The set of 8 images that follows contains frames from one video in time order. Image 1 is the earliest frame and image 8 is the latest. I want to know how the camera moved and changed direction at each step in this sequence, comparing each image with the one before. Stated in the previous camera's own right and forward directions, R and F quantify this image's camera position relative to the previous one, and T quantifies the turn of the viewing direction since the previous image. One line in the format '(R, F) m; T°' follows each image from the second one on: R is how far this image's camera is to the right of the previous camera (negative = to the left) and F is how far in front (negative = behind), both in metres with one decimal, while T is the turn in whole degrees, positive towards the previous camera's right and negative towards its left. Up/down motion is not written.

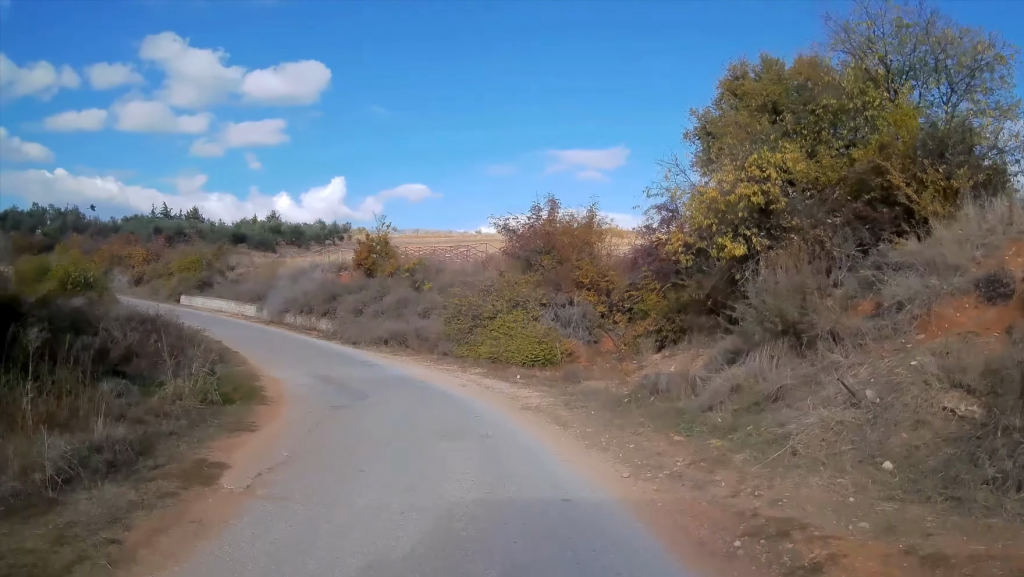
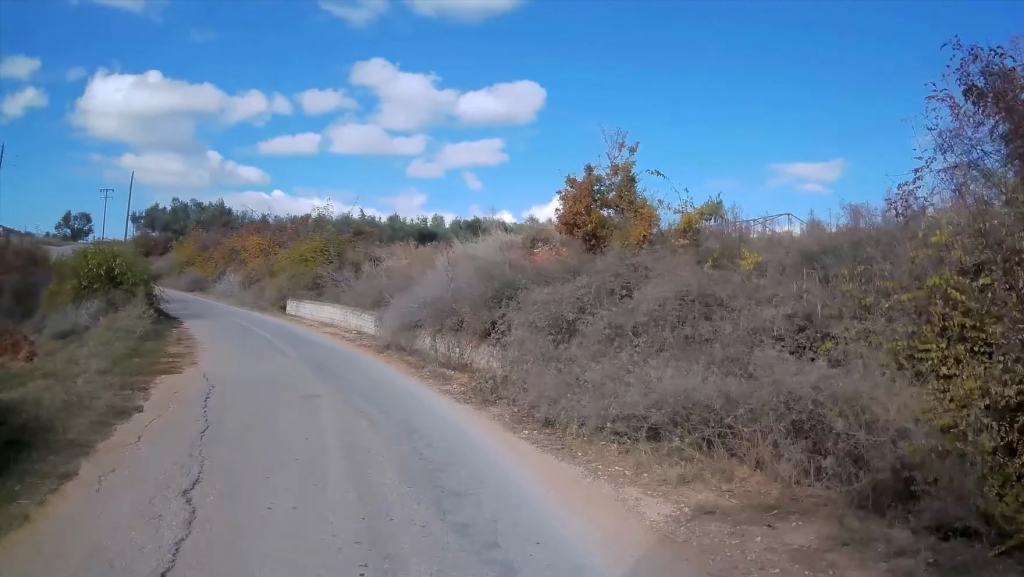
(-2.6, +15.4) m; -24°
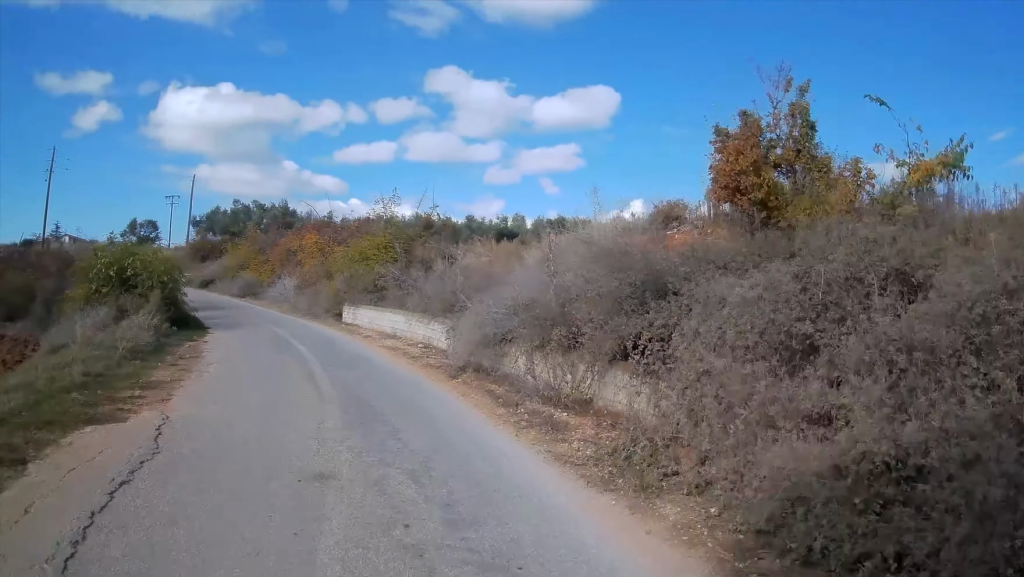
(-0.2, +4.3) m; -7°
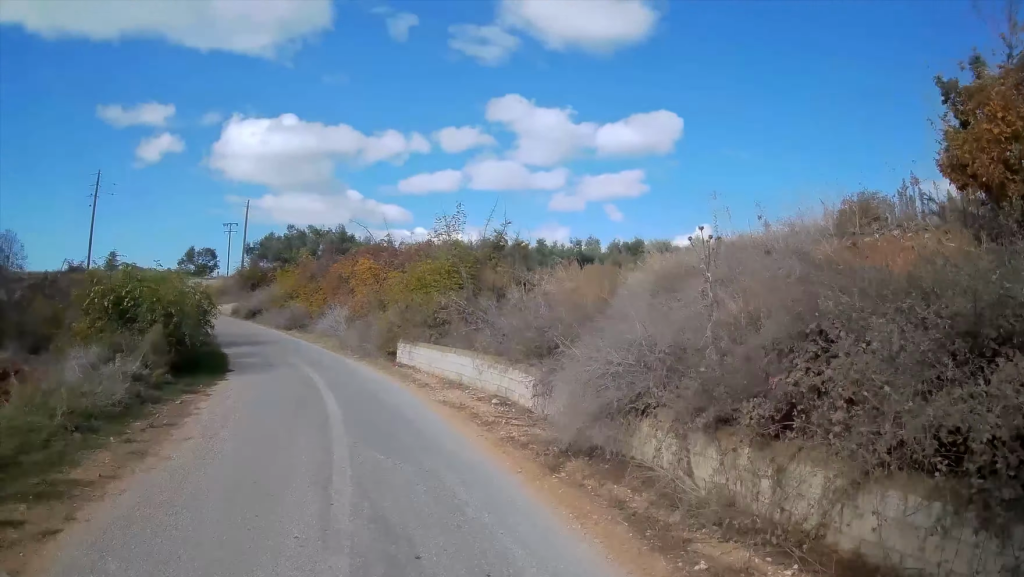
(-0.3, +3.8) m; -5°
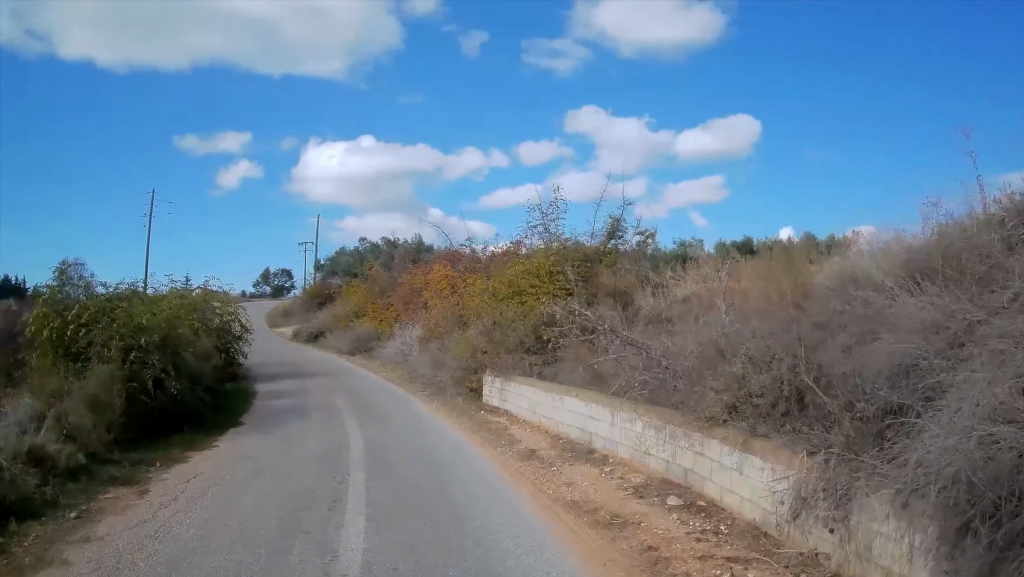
(-0.2, +5.4) m; -7°
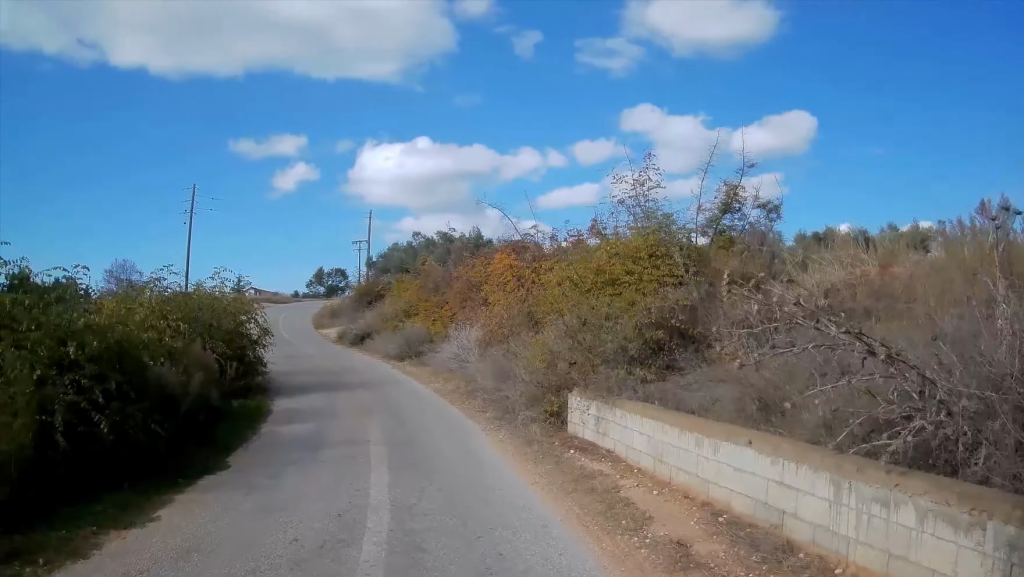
(-0.2, +3.7) m; -5°
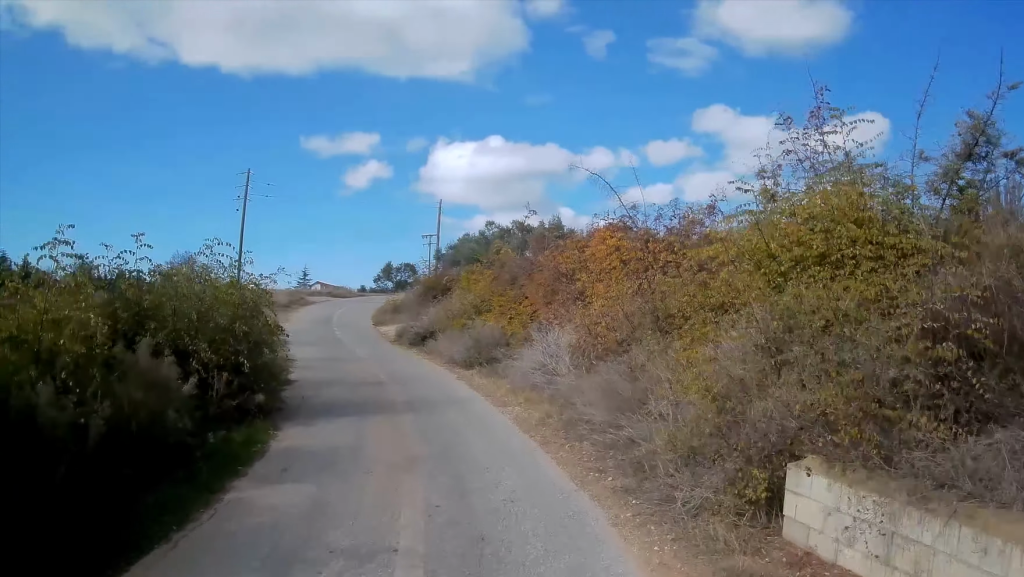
(-0.1, +4.7) m; -6°
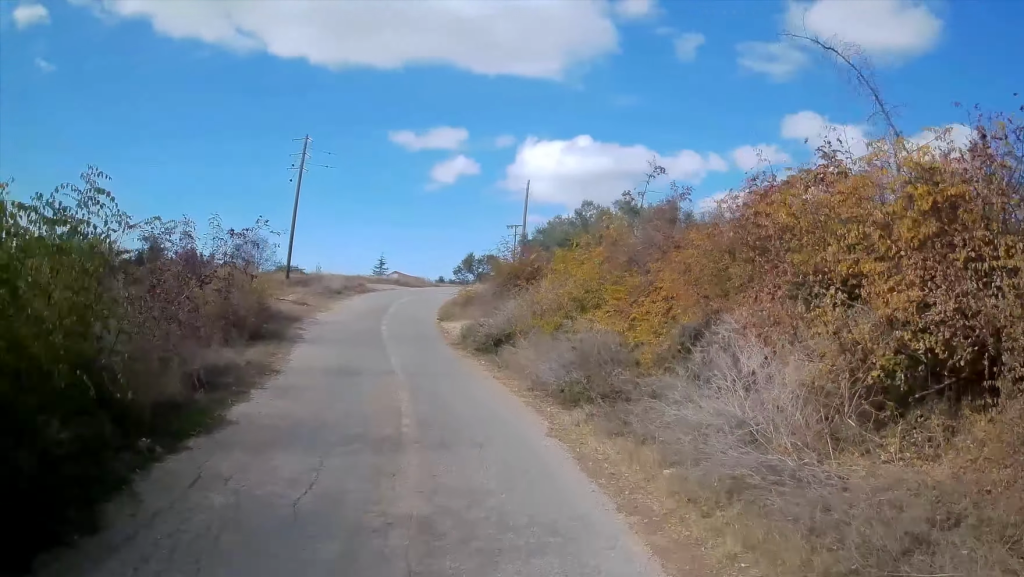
(-0.8, +7.7) m; -7°
